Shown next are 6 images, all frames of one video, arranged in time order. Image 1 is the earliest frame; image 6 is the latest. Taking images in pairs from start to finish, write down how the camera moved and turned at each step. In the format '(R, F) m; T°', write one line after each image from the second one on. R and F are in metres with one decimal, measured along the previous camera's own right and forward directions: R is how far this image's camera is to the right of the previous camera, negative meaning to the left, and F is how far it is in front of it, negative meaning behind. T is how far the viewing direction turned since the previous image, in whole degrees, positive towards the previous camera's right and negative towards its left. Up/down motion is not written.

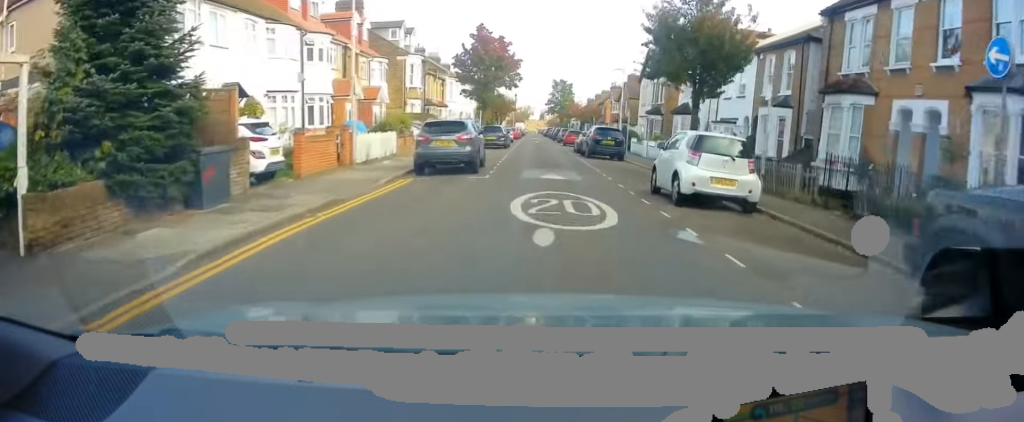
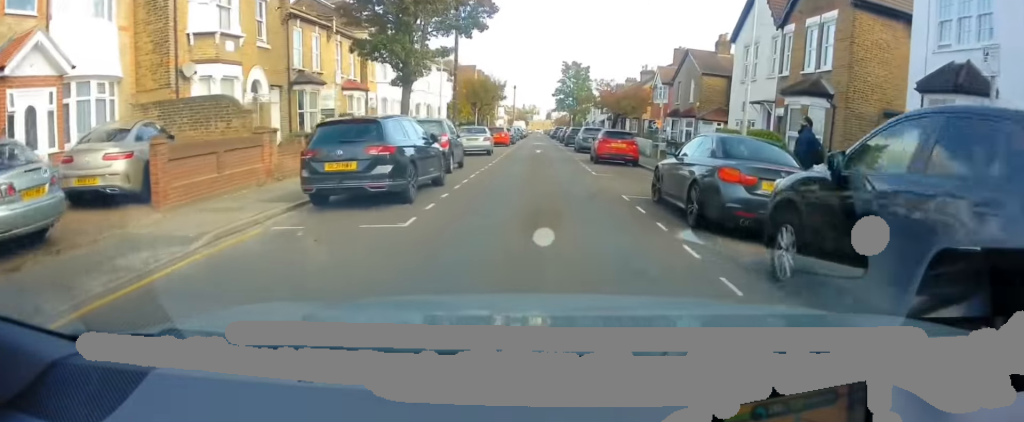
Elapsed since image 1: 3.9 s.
(+0.4, +26.7) m; +1°
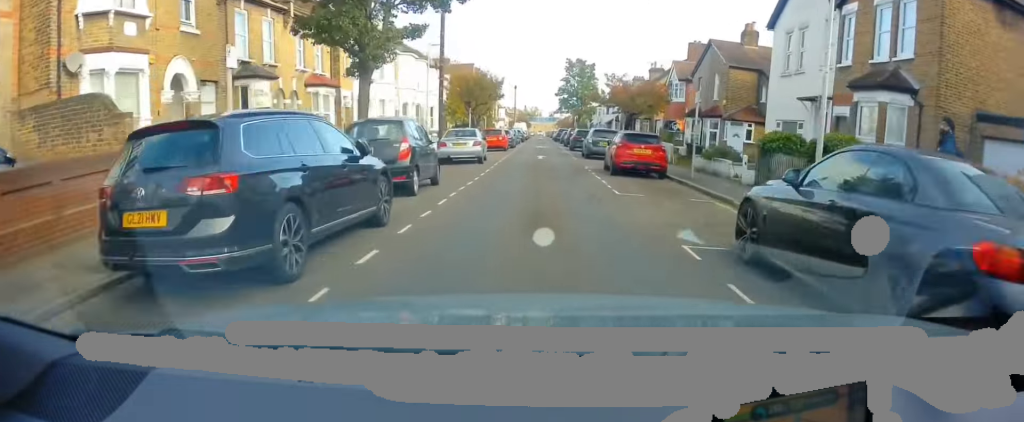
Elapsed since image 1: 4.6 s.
(-0.1, +4.8) m; 0°
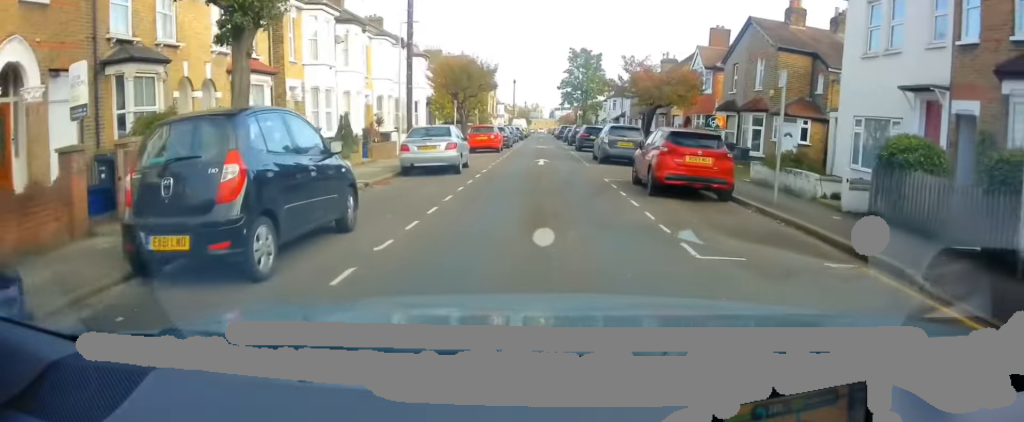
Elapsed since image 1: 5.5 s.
(0.0, +6.2) m; -1°
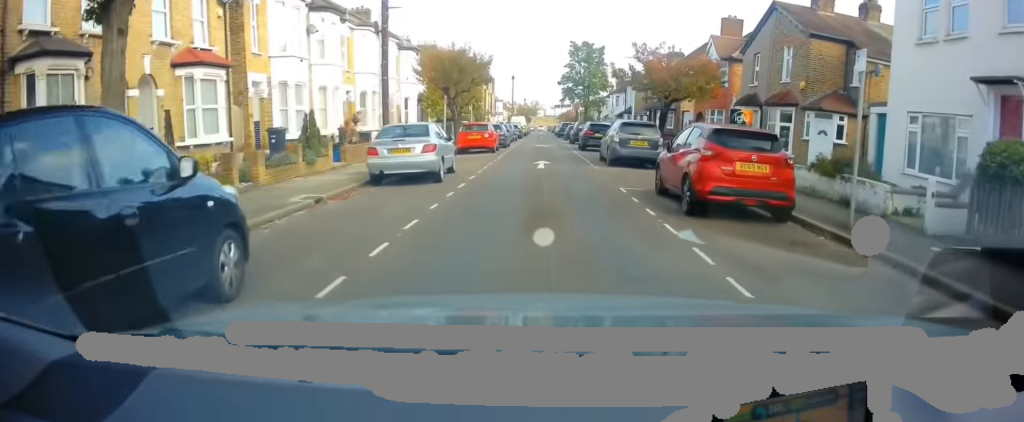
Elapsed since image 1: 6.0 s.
(+0.1, +3.1) m; -1°
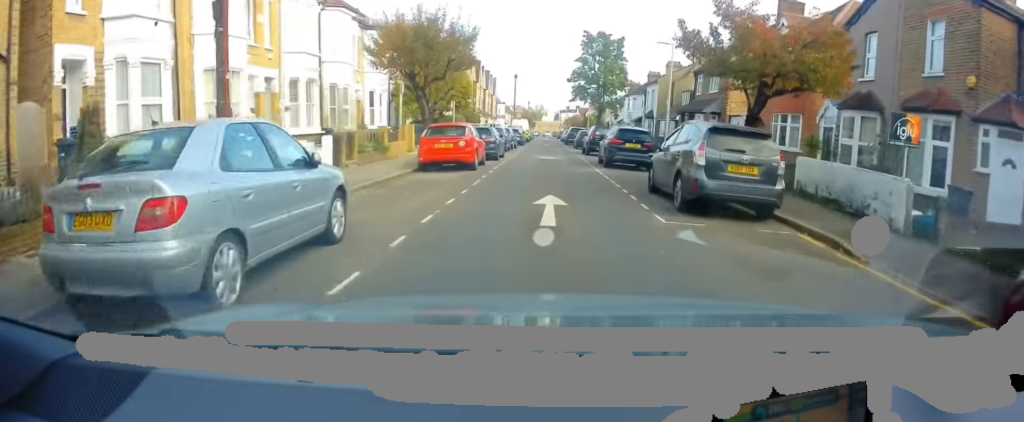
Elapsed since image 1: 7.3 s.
(-0.3, +9.2) m; -1°
